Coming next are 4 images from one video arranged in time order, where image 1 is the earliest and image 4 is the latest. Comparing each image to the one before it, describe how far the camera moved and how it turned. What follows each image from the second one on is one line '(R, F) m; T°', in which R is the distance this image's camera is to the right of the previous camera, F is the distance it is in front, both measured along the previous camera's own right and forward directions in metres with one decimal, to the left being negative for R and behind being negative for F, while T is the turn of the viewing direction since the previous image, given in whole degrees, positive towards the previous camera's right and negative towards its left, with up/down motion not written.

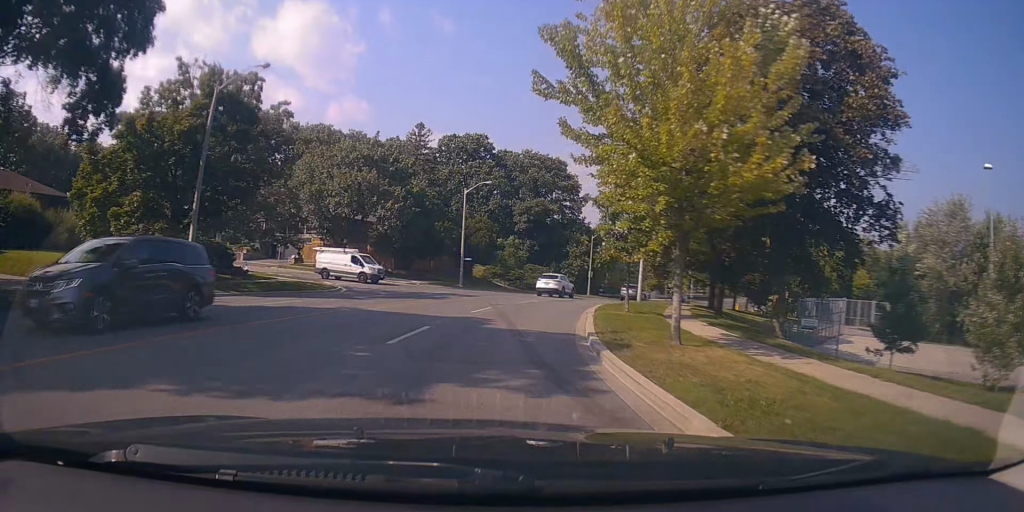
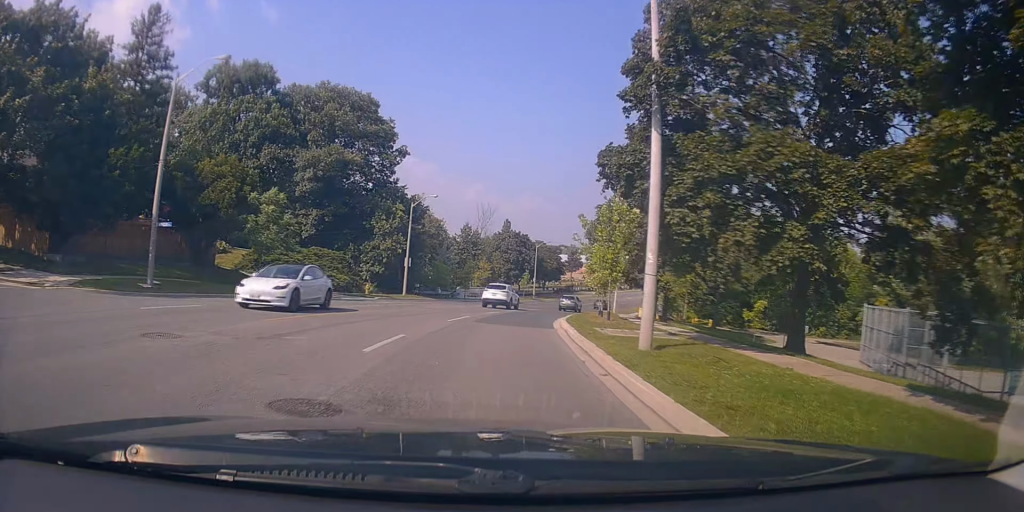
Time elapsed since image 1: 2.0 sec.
(+5.0, +29.5) m; +18°
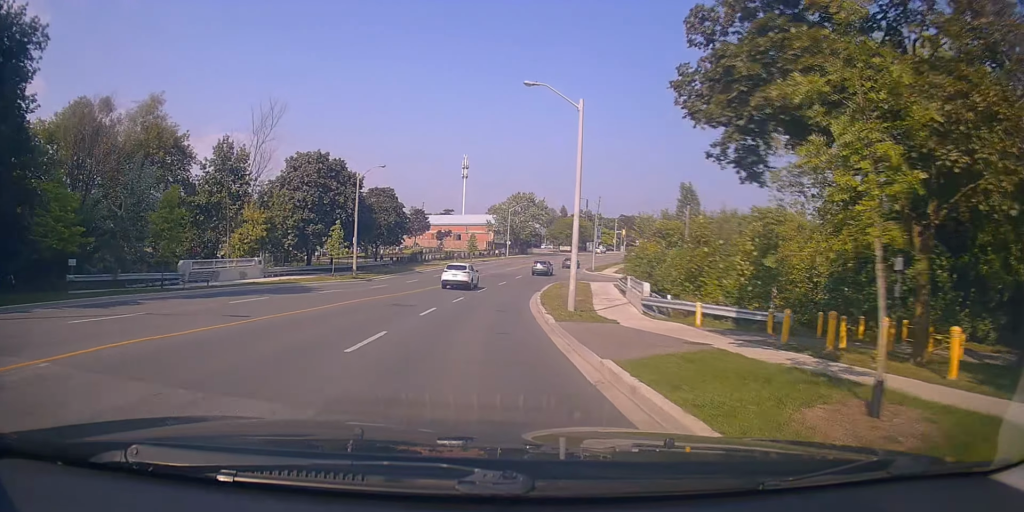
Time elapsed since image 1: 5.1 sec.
(+6.8, +44.0) m; +14°
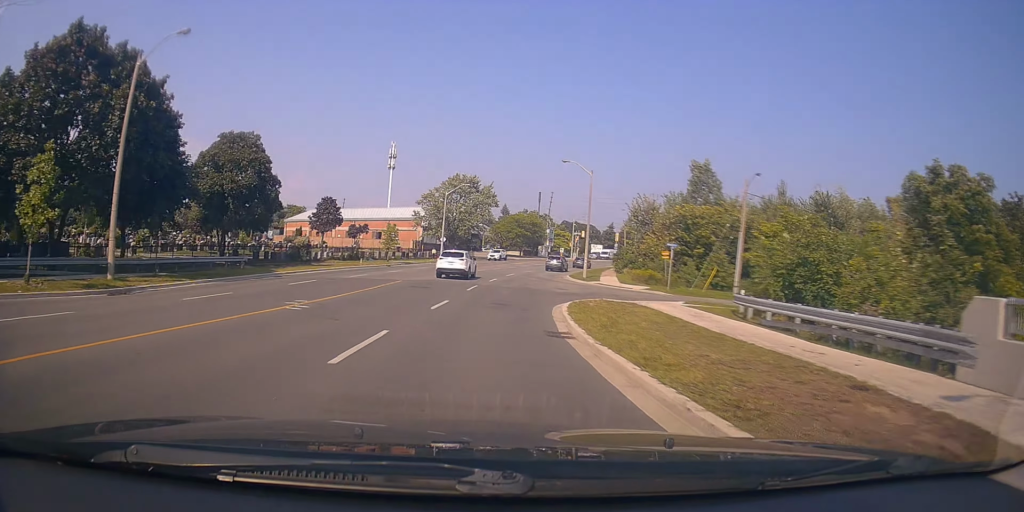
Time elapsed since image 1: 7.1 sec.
(+1.7, +28.6) m; +9°
